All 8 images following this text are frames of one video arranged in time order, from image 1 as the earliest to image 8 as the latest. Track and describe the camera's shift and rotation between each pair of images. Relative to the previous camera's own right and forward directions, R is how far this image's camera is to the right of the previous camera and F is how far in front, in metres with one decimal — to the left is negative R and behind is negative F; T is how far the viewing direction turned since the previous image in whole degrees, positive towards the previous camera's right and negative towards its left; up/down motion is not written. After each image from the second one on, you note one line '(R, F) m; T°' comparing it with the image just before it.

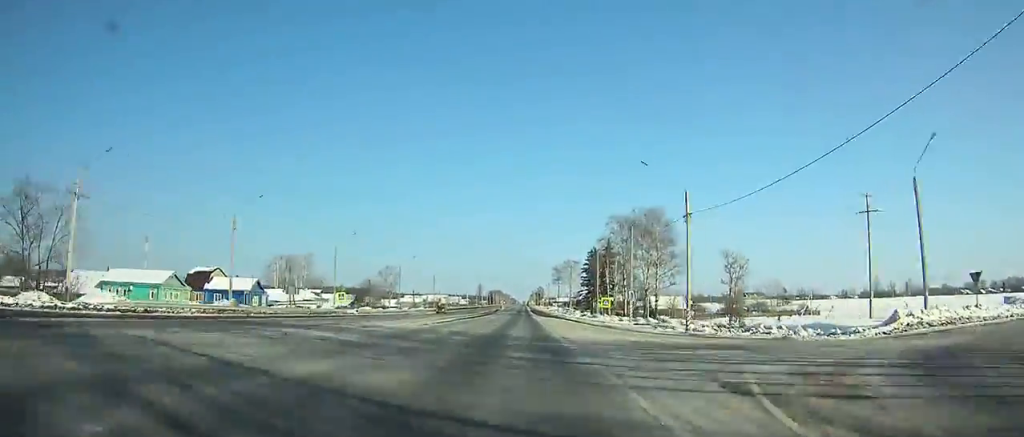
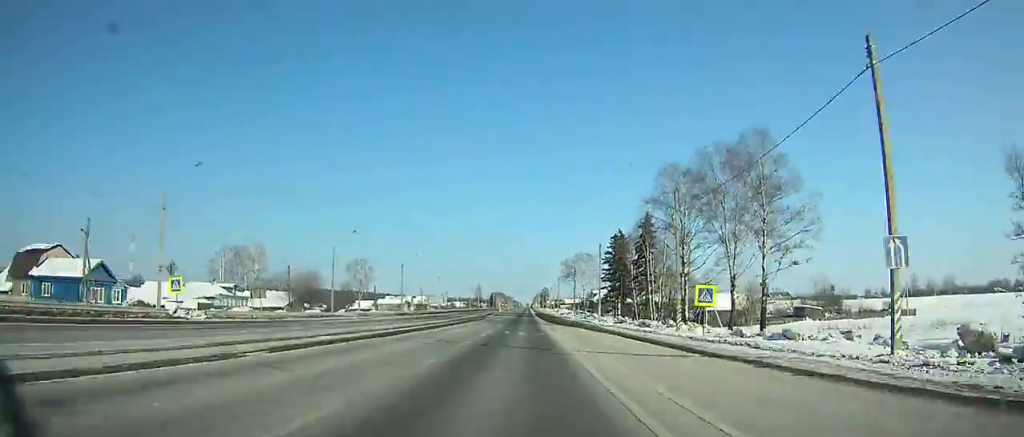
(-0.1, +43.1) m; 0°
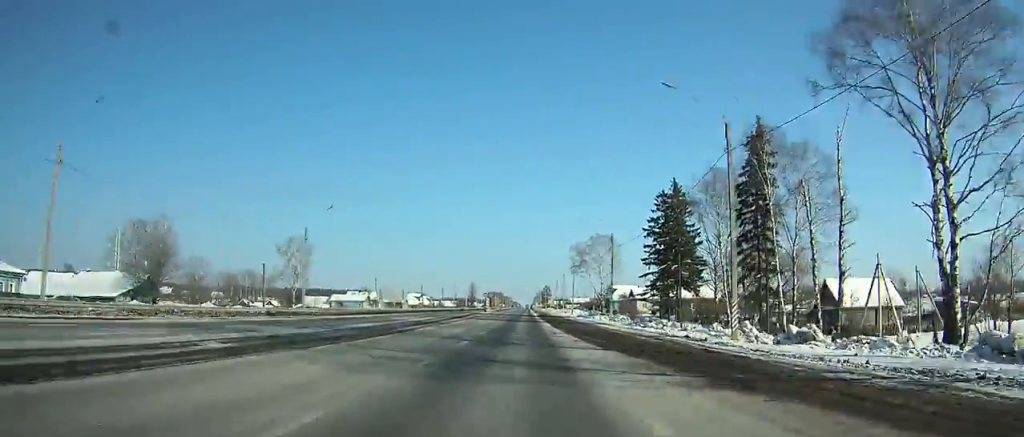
(-0.1, +48.2) m; 0°
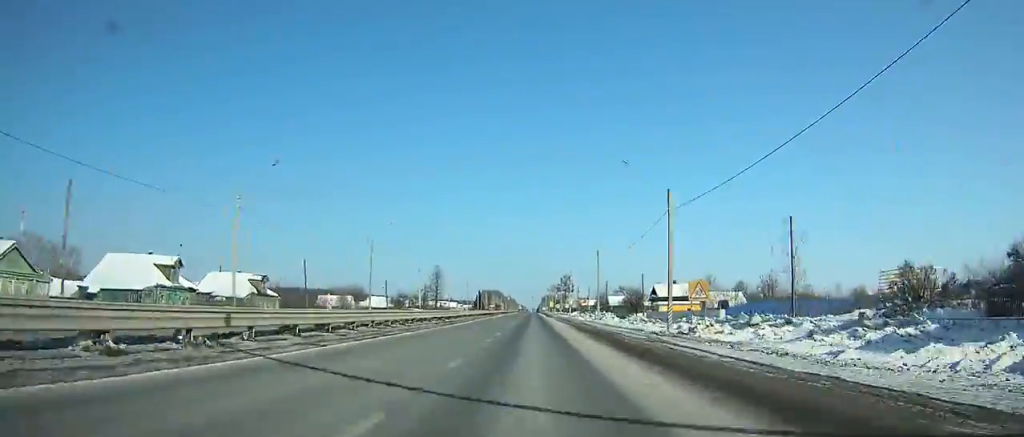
(-0.9, +166.5) m; 0°
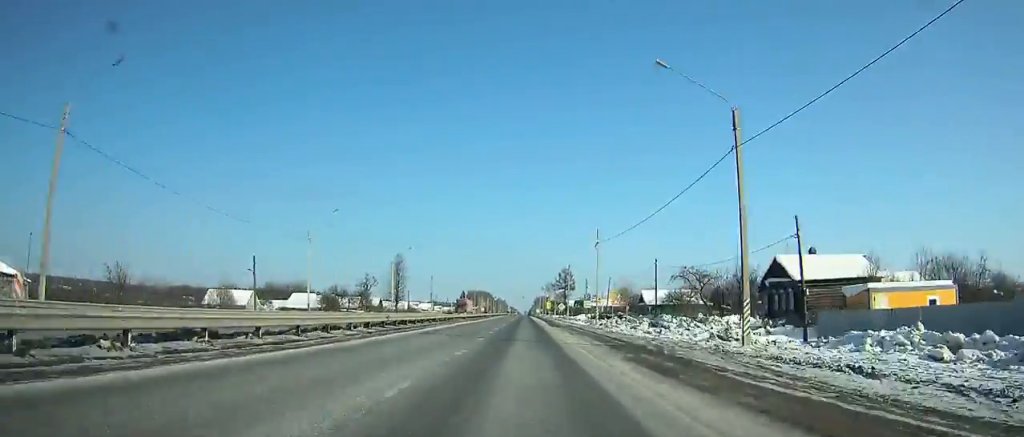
(+0.3, +52.6) m; 0°
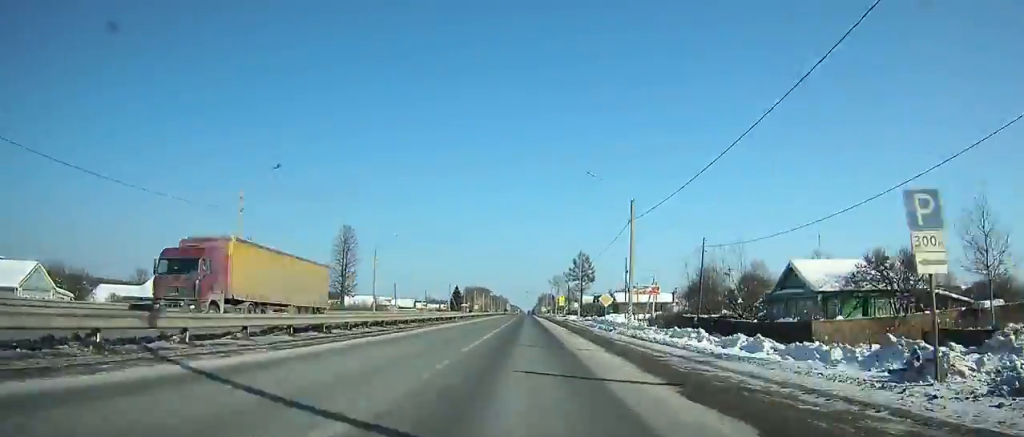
(-0.1, +51.8) m; 0°
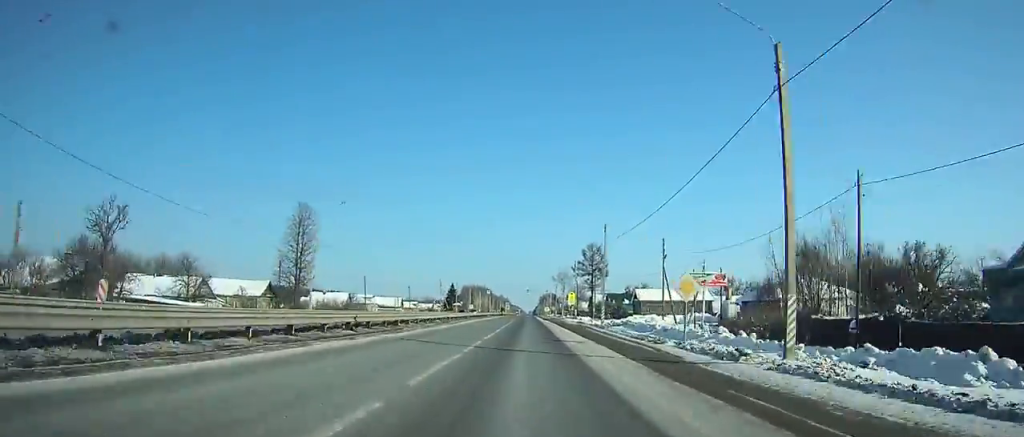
(+0.1, +23.8) m; 0°
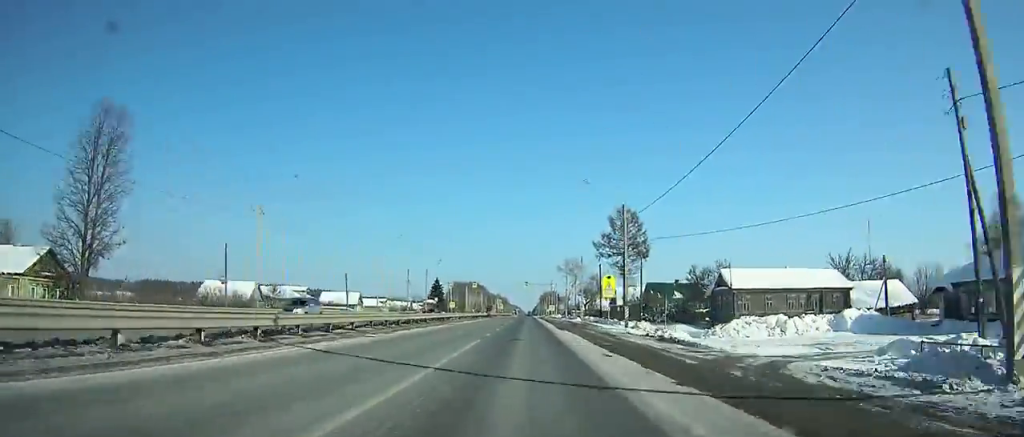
(+0.1, +47.2) m; 0°
